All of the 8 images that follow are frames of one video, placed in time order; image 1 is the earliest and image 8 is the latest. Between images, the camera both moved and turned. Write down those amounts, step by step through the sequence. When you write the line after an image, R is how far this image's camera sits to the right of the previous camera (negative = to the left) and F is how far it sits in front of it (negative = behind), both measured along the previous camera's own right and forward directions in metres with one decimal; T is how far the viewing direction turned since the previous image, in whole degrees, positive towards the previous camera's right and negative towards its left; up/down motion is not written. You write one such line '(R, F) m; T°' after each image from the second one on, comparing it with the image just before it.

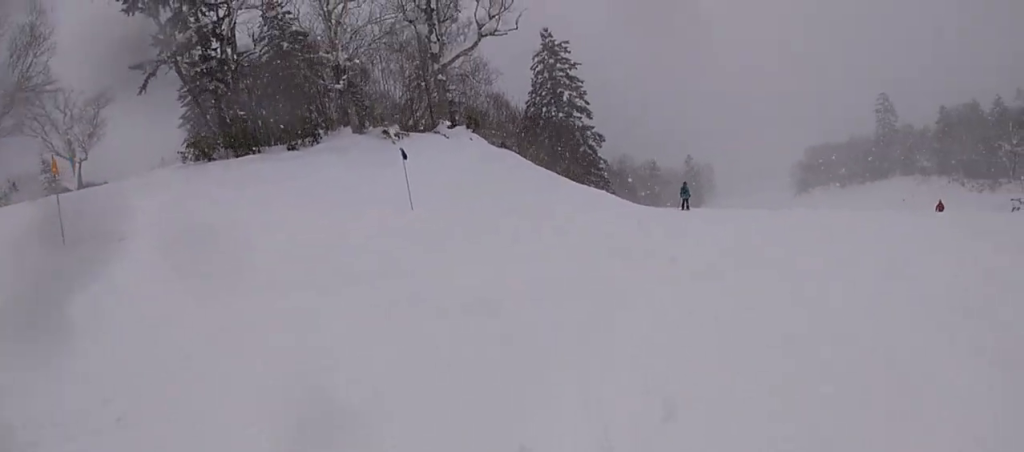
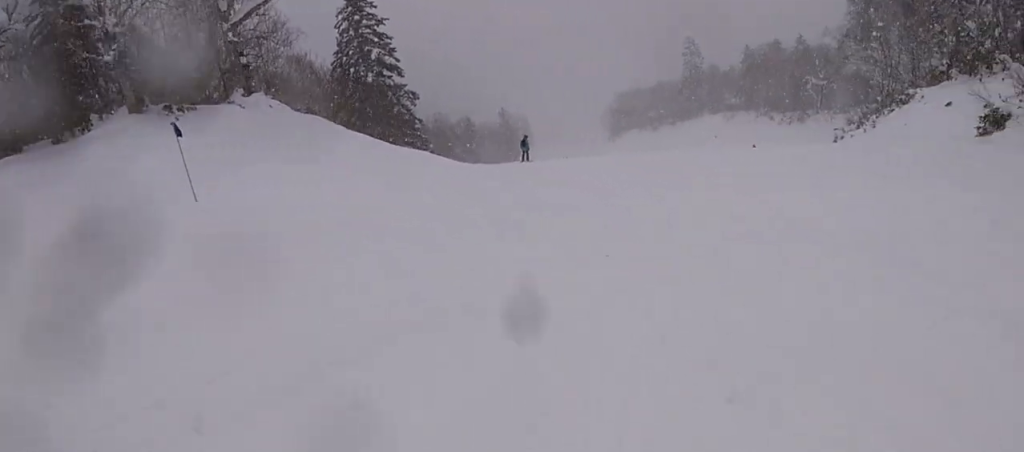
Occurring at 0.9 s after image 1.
(+0.1, +3.5) m; +8°
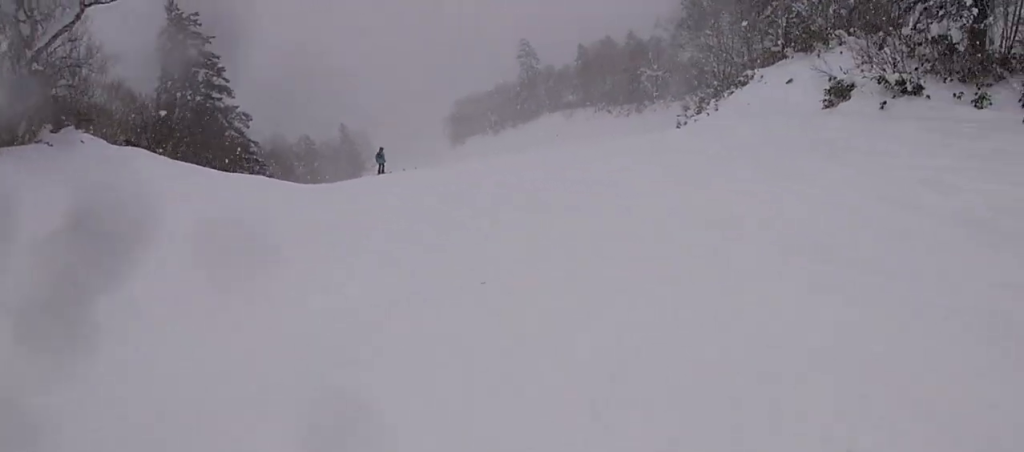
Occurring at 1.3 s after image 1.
(0.0, +1.8) m; +8°
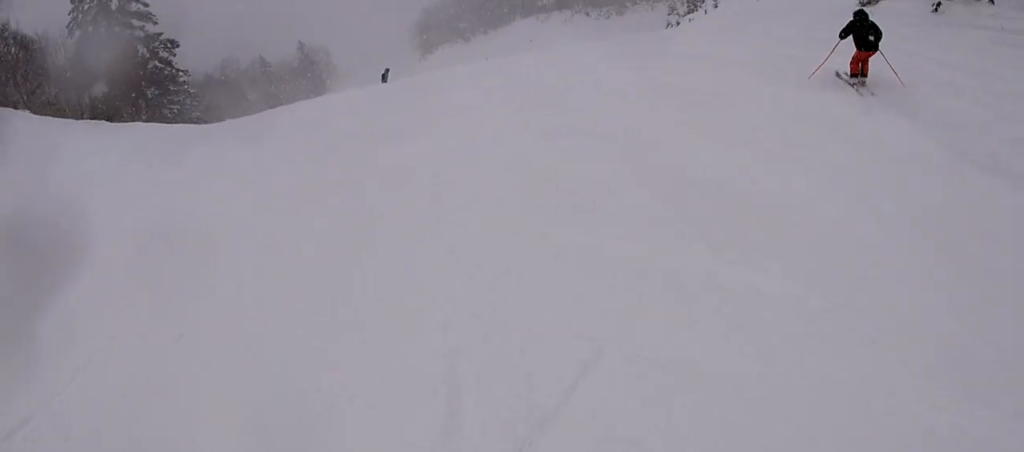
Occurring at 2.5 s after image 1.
(+1.0, +5.1) m; +15°
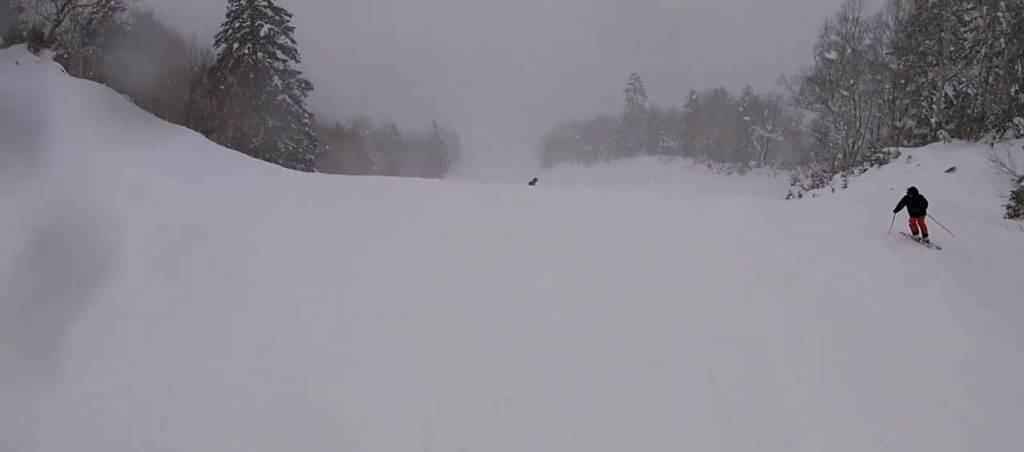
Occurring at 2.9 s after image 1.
(0.0, +2.3) m; -5°
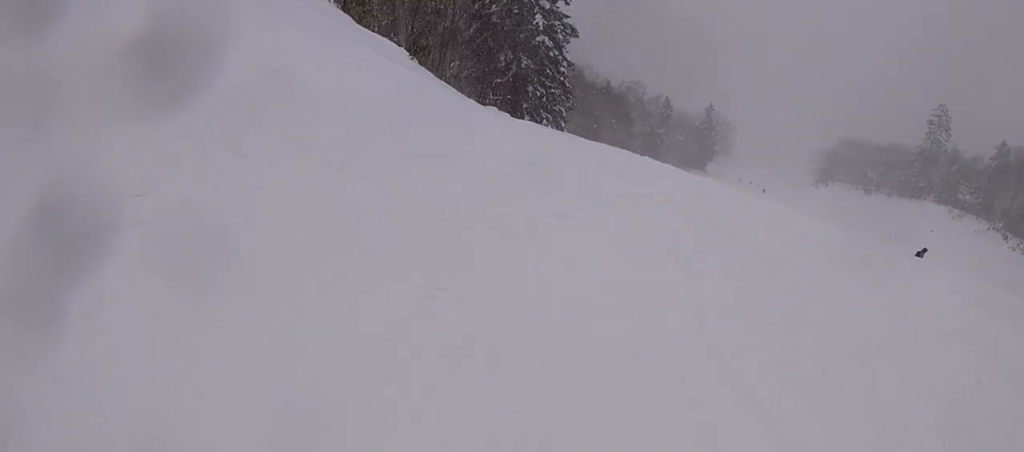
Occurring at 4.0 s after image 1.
(-0.7, +4.9) m; -18°
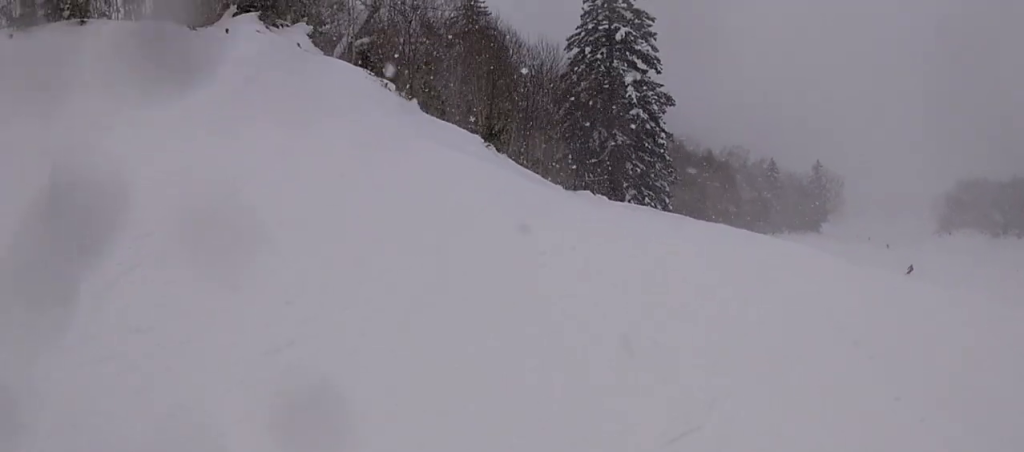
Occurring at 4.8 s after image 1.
(-0.5, +3.3) m; -5°
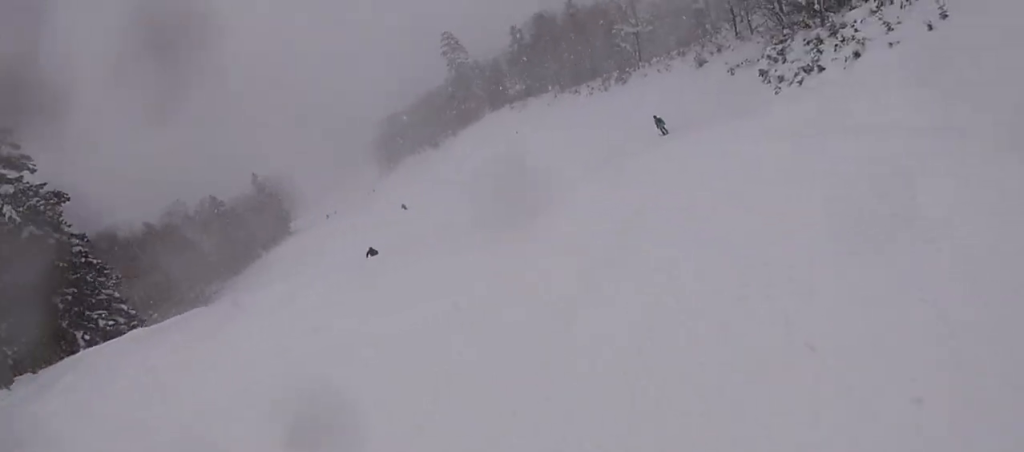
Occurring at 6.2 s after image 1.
(+1.4, +5.0) m; +47°
